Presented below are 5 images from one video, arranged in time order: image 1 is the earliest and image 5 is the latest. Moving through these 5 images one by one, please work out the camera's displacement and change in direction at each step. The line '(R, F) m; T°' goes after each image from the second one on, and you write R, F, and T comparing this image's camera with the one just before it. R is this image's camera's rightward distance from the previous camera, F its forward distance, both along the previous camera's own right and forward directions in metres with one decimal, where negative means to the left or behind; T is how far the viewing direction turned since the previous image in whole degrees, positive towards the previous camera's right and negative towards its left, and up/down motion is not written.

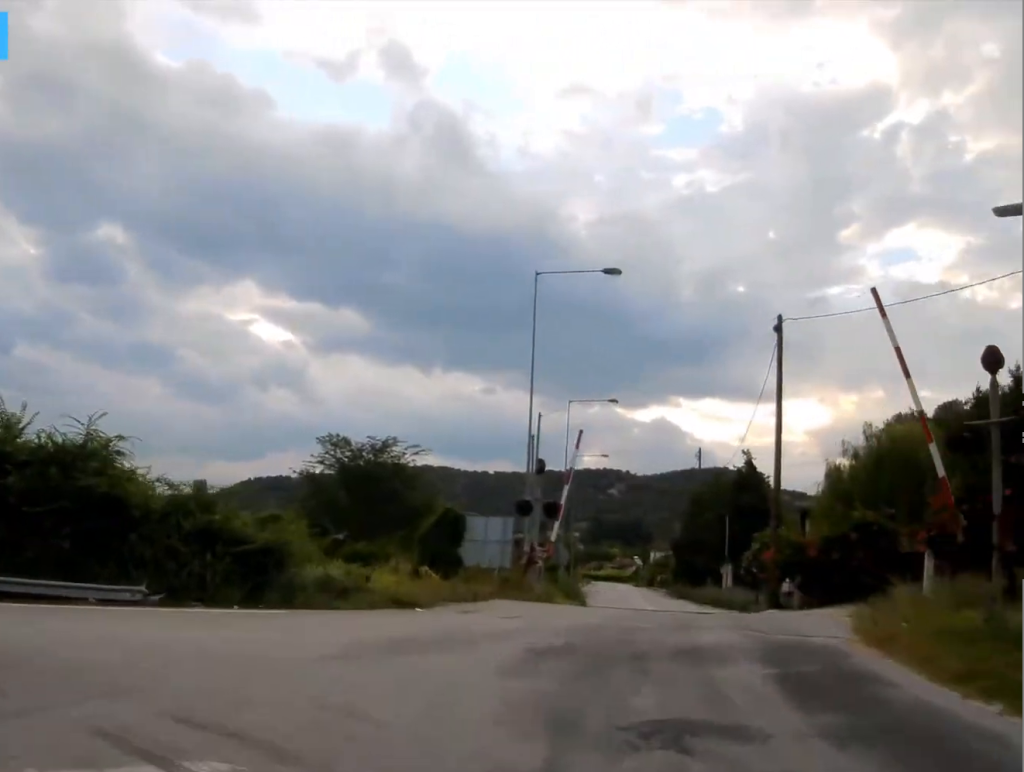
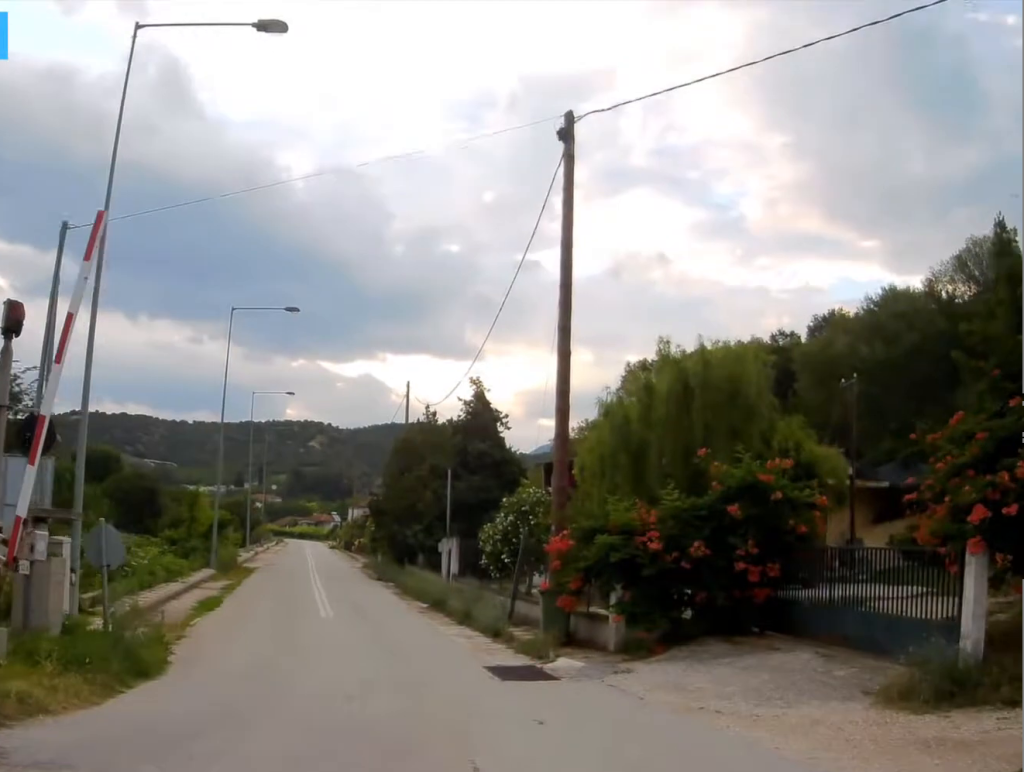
(+2.9, +14.9) m; +20°
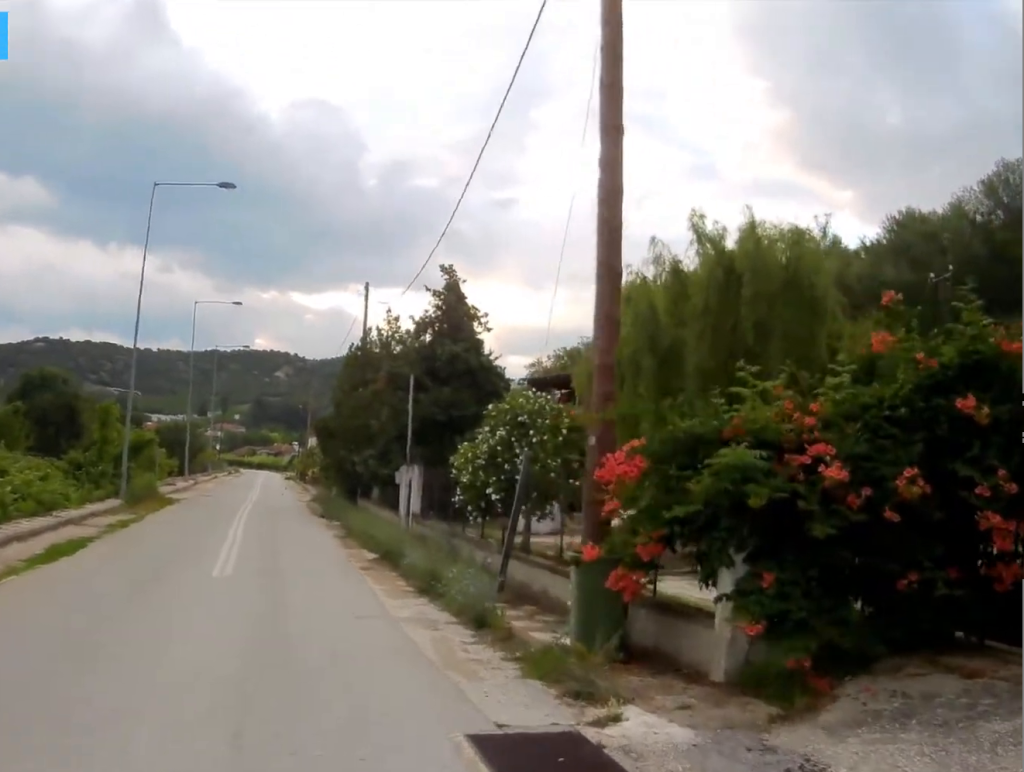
(+0.3, +10.1) m; -2°
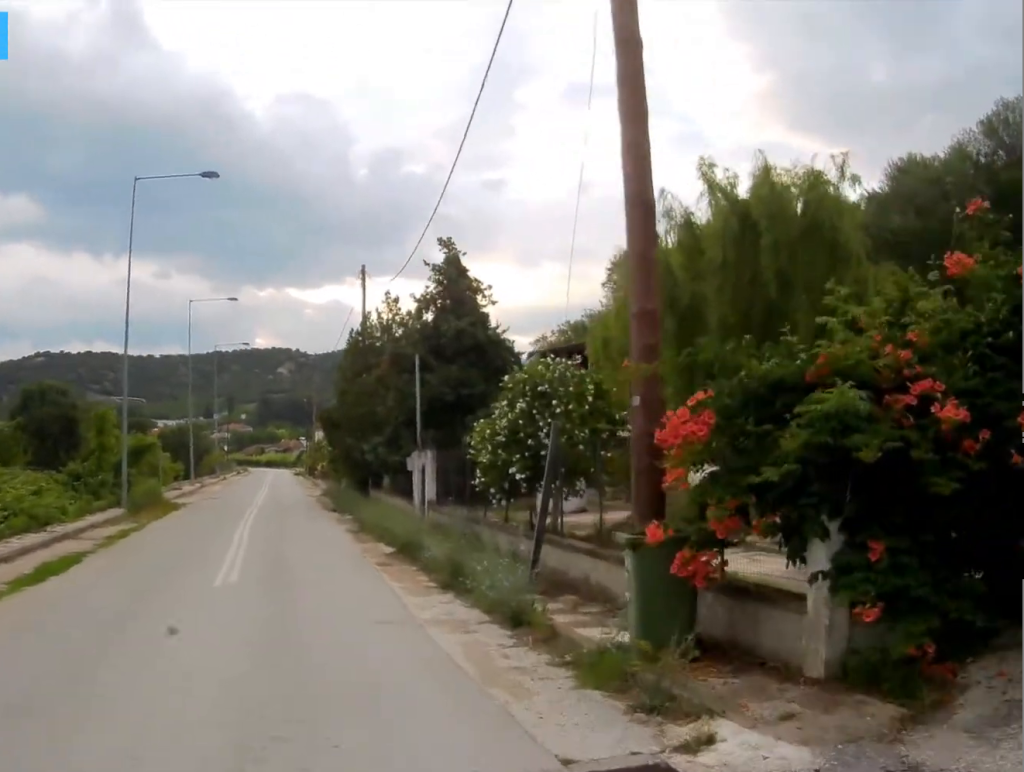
(0.0, +1.6) m; -2°
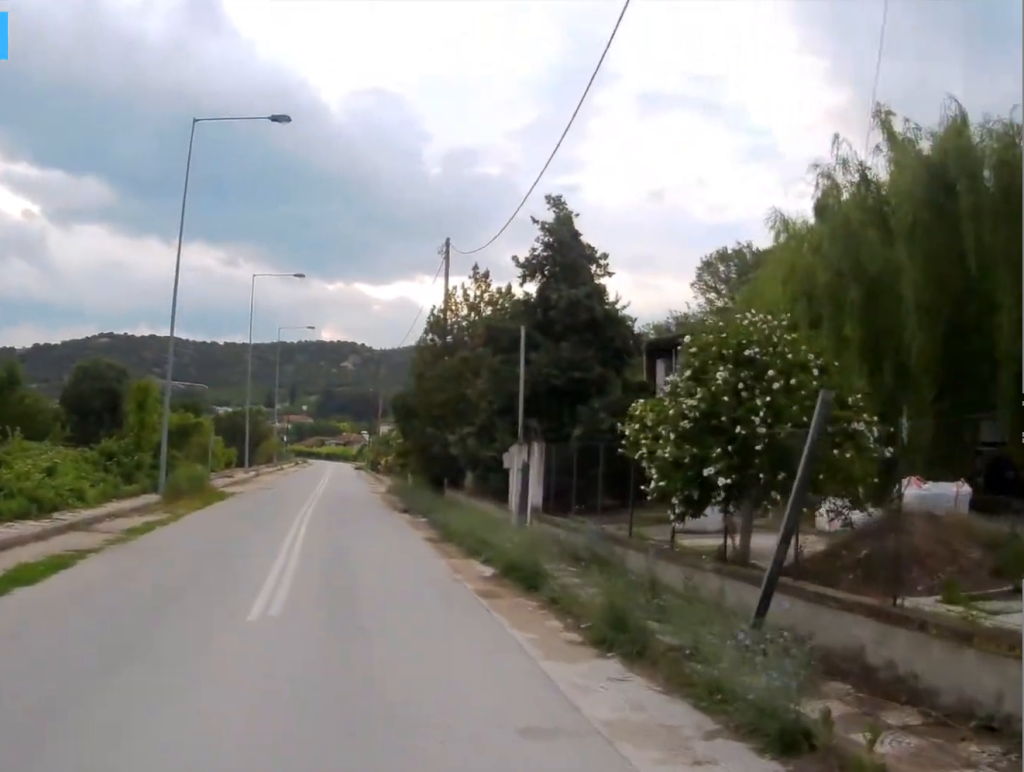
(-0.4, +4.5) m; -5°
